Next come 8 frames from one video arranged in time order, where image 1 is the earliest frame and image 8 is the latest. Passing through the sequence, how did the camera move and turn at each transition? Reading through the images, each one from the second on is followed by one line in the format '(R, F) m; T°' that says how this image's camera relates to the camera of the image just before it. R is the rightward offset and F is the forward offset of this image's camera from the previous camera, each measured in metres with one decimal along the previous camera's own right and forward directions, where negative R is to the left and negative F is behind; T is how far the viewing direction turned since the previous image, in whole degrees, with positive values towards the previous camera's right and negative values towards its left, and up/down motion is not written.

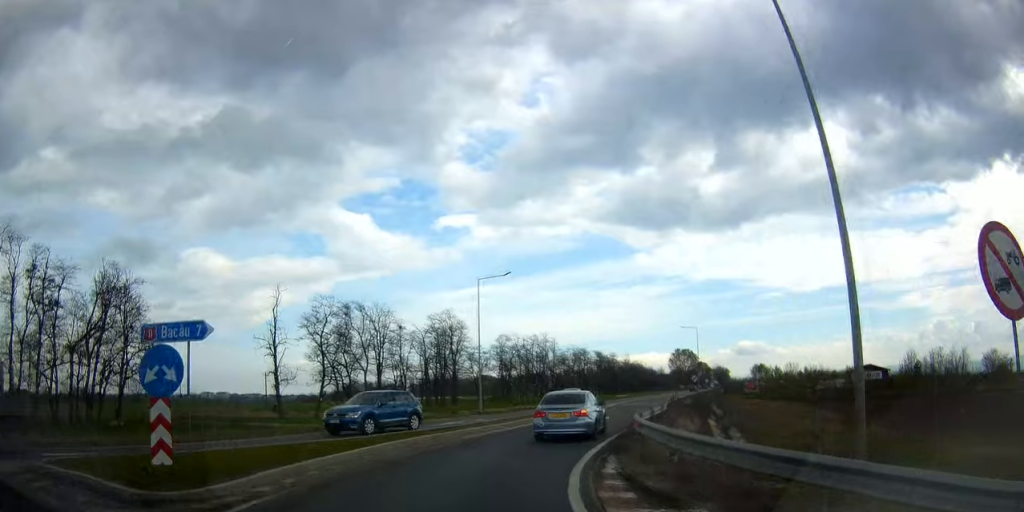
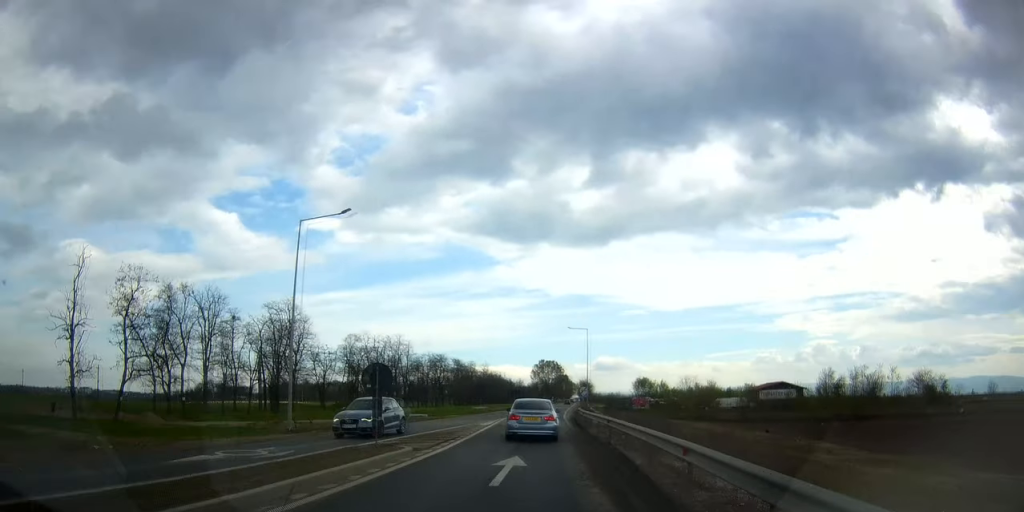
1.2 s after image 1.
(-2.2, +9.3) m; -18°
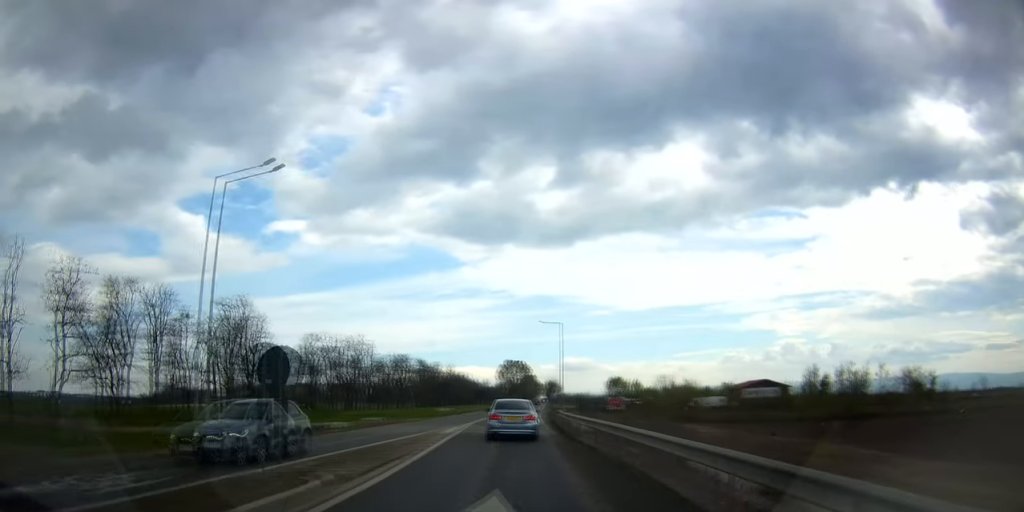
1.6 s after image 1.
(-0.1, +3.6) m; -3°
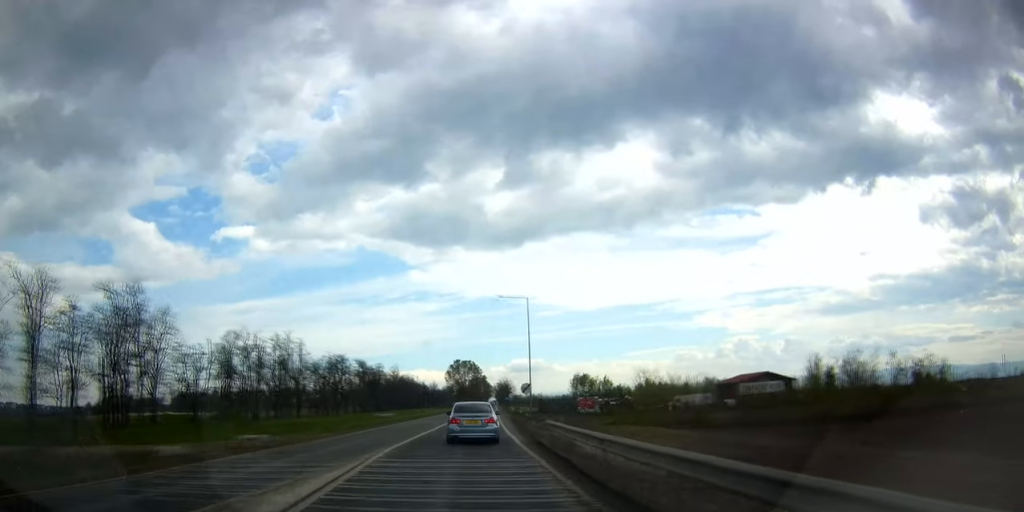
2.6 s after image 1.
(-0.3, +11.8) m; -3°
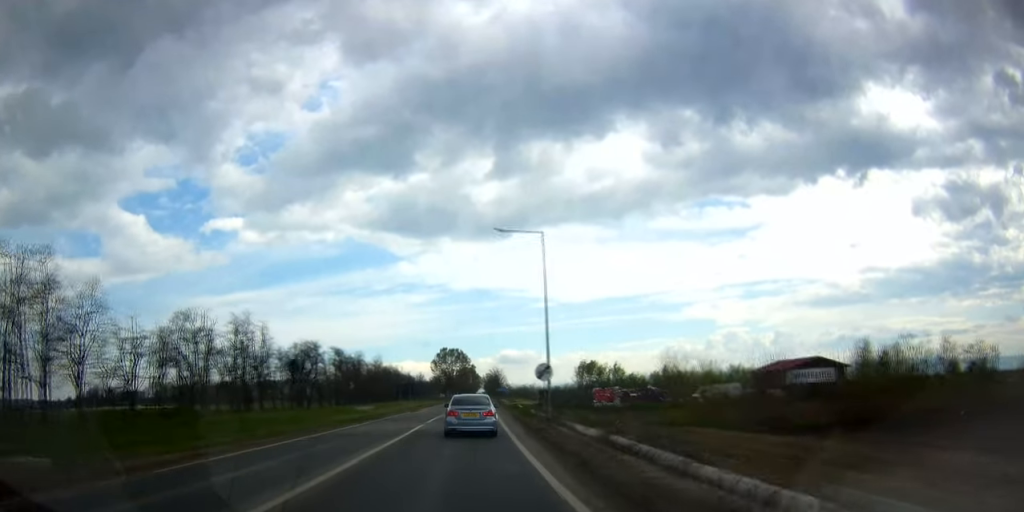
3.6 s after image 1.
(-0.2, +12.9) m; +6°
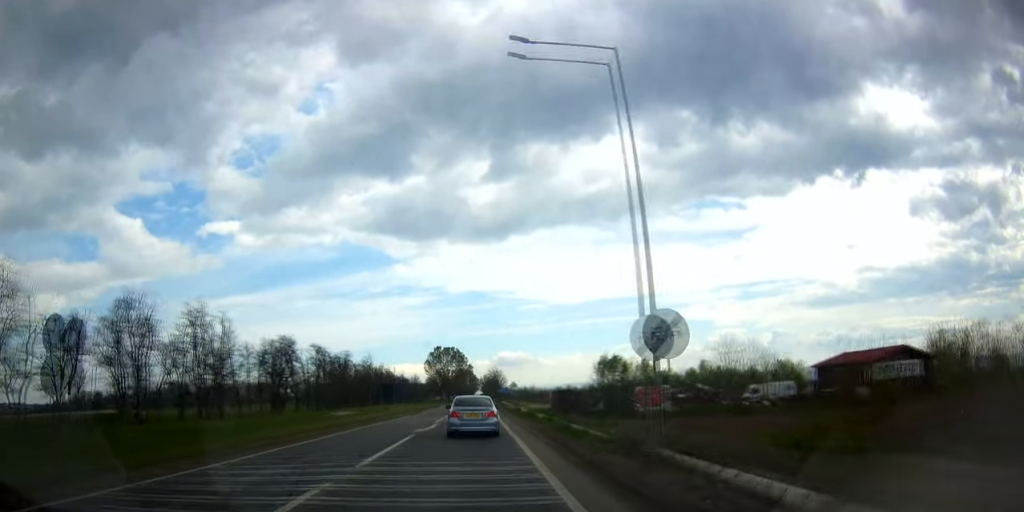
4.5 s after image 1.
(+1.5, +14.6) m; +6°
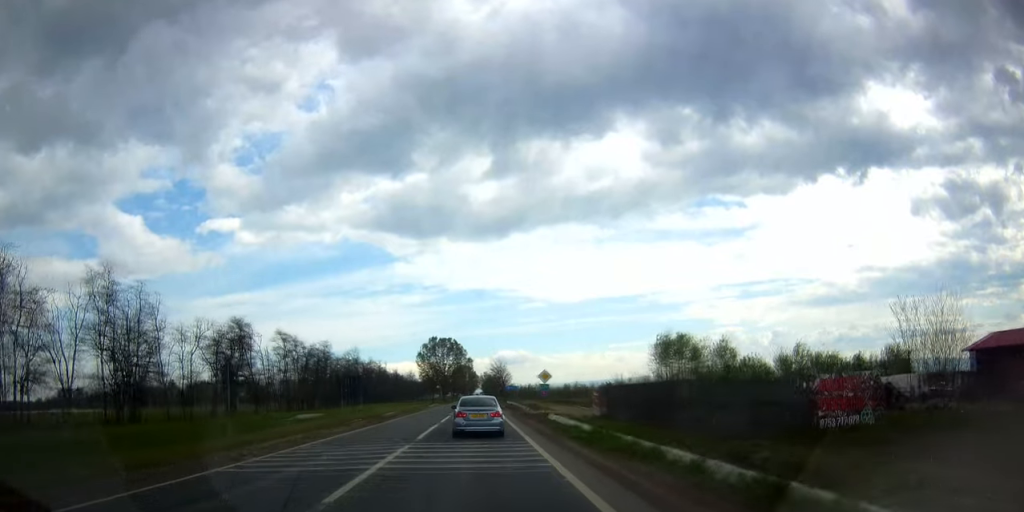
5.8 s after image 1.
(+0.5, +22.4) m; +1°
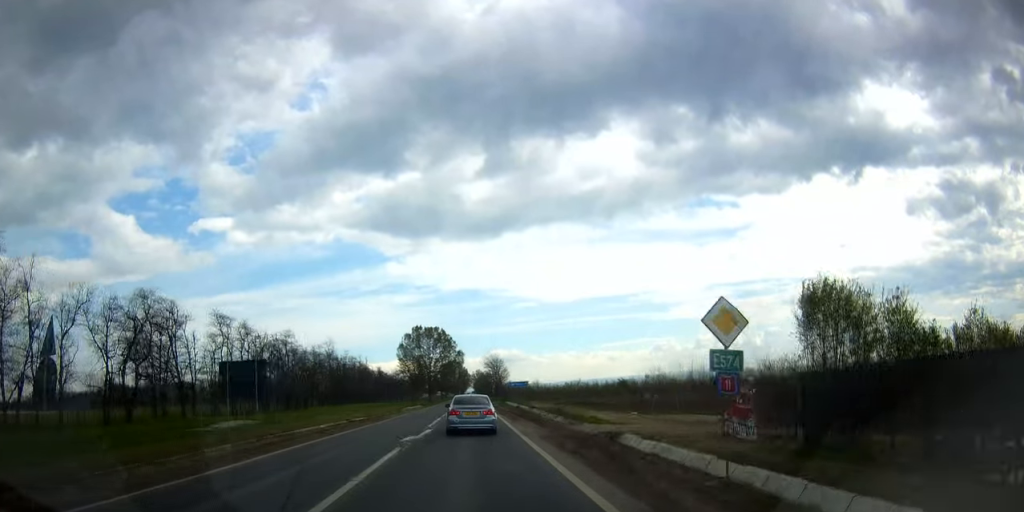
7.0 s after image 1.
(-0.1, +23.9) m; 0°
